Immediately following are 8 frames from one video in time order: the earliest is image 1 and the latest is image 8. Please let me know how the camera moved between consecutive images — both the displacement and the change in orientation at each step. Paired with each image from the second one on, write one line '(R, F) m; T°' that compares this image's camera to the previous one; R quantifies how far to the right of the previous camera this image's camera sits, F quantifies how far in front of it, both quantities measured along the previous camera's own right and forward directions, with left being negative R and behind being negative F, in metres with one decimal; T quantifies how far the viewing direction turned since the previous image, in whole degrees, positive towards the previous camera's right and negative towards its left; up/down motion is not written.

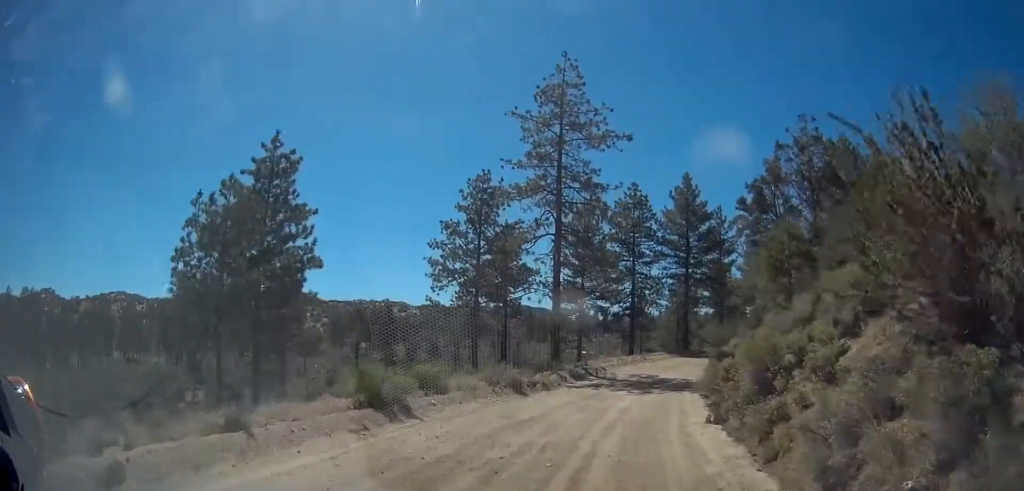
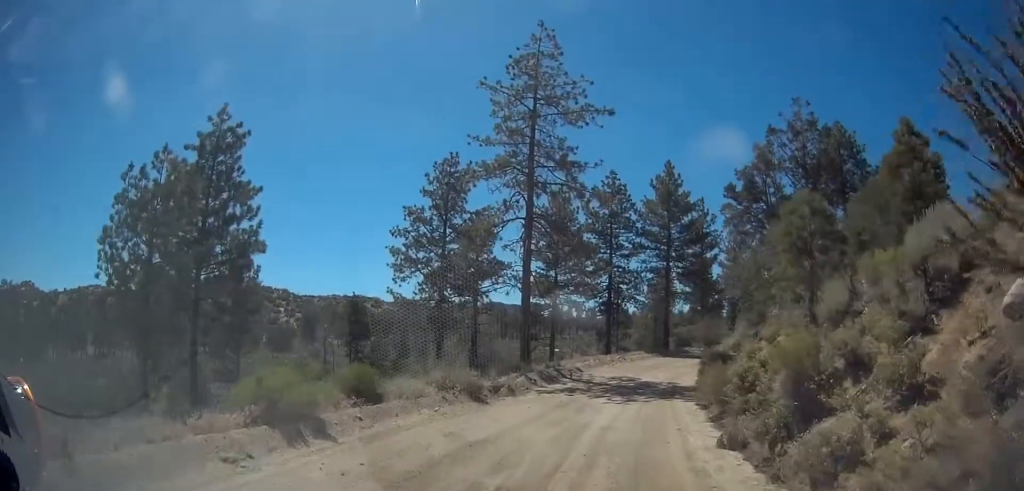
(-0.1, +3.4) m; +3°
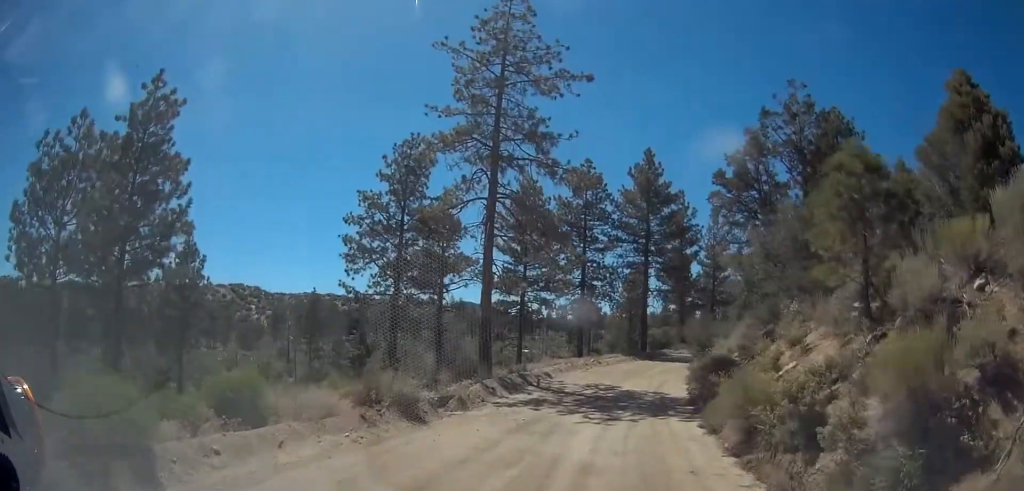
(+0.4, +3.9) m; +4°
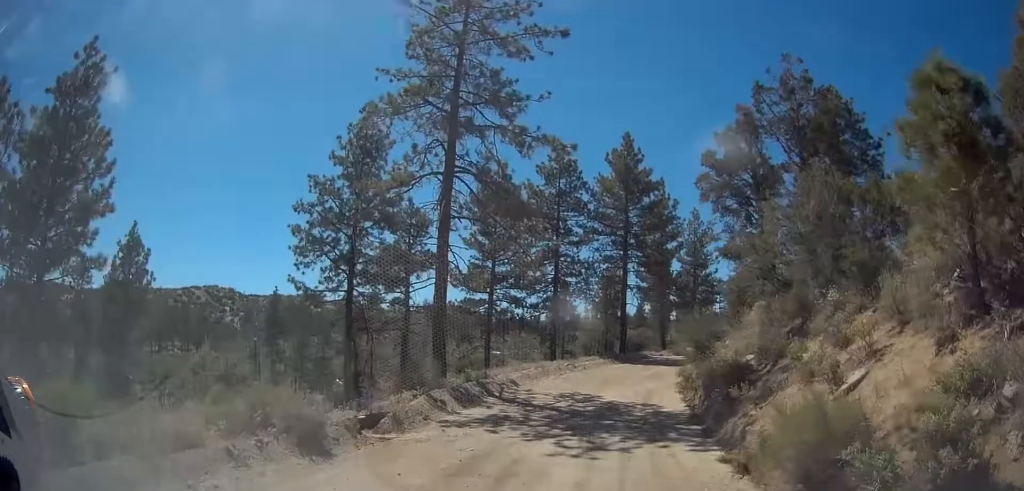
(+0.2, +3.7) m; +3°
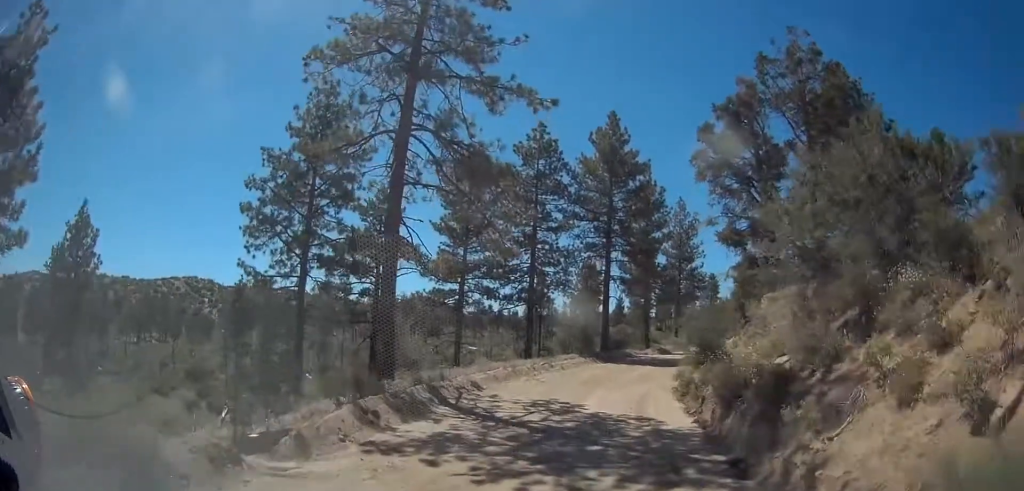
(0.0, +3.5) m; 0°
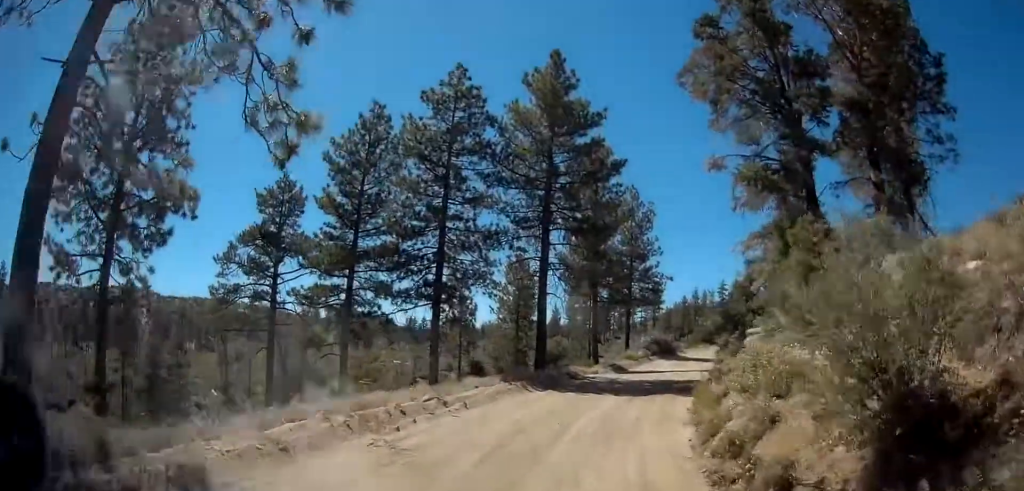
(0.0, +11.1) m; +4°
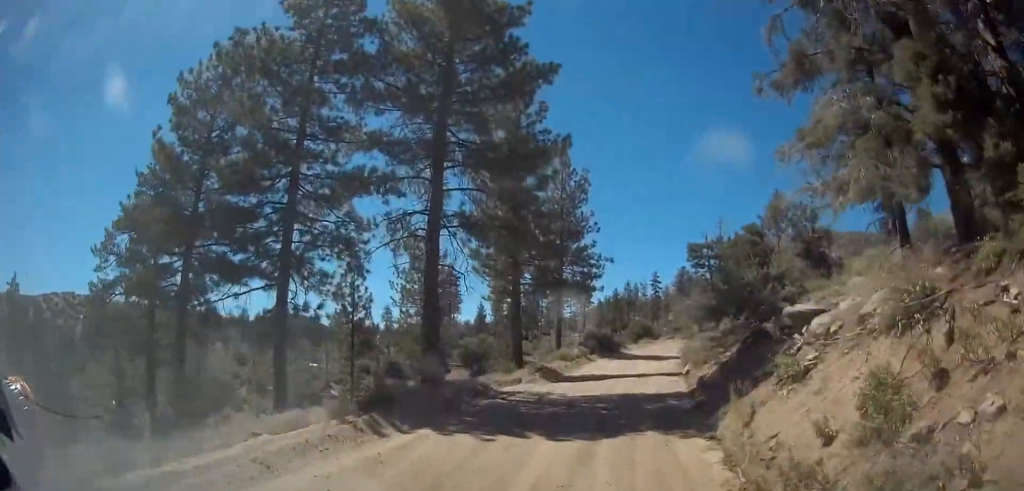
(+1.0, +9.5) m; +12°
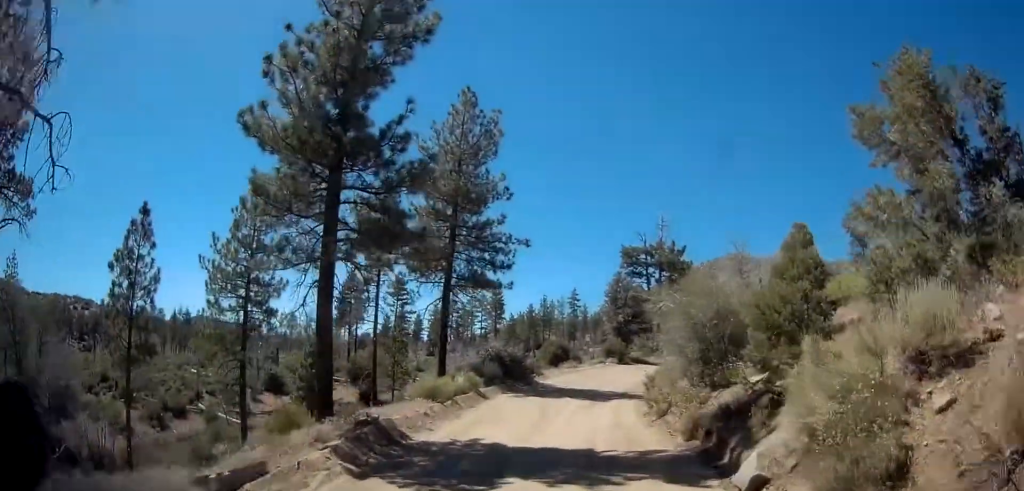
(+1.5, +15.3) m; +5°
